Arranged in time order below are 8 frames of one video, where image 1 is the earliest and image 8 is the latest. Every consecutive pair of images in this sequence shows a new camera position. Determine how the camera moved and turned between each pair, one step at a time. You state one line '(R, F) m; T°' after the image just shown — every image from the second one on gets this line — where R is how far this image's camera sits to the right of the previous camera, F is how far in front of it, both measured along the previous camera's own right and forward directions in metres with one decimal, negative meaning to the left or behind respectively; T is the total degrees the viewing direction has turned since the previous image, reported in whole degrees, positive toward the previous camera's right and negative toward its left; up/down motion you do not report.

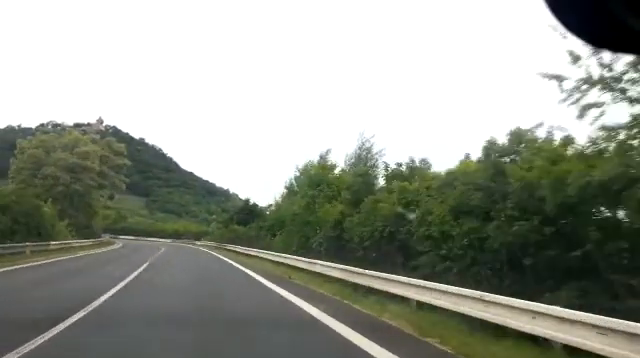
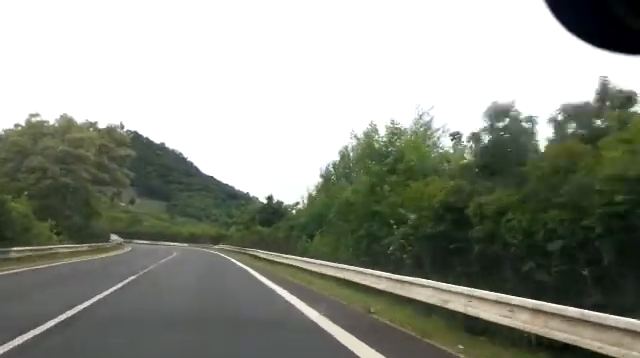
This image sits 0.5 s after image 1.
(-0.3, +7.4) m; -2°
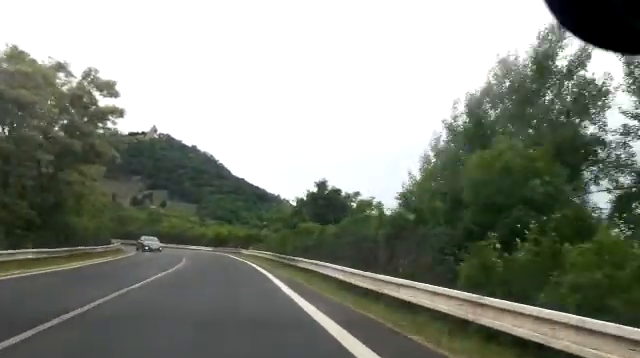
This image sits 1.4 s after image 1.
(-0.5, +14.4) m; -3°
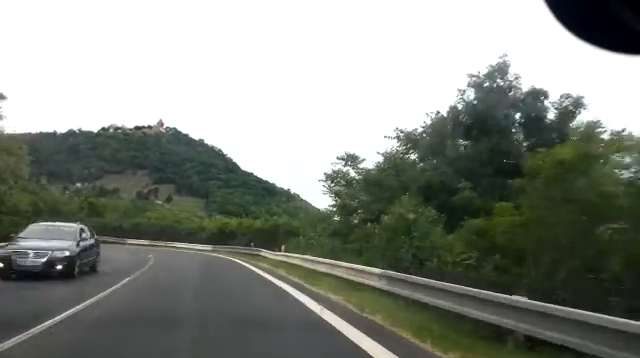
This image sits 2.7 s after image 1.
(-0.8, +21.8) m; -6°
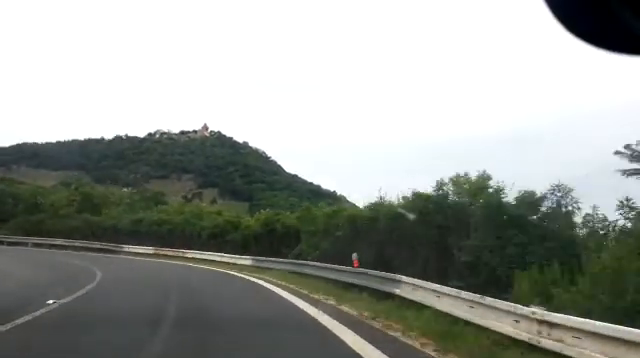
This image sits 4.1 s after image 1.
(-1.1, +21.0) m; -5°
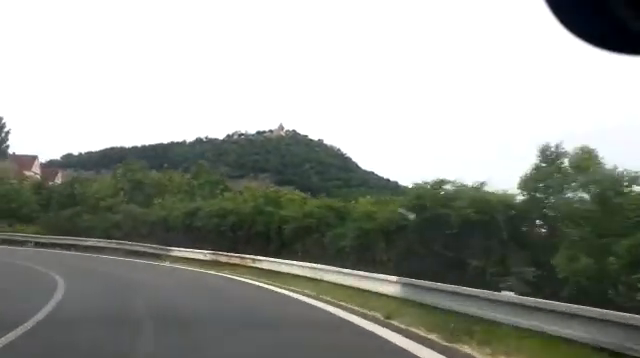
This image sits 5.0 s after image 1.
(-0.1, +12.7) m; -8°
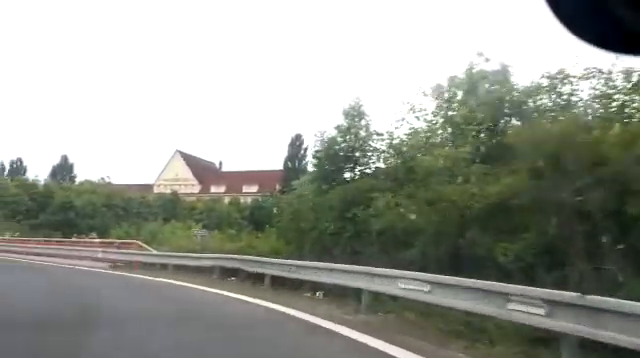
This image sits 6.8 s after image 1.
(-6.5, +22.7) m; -29°
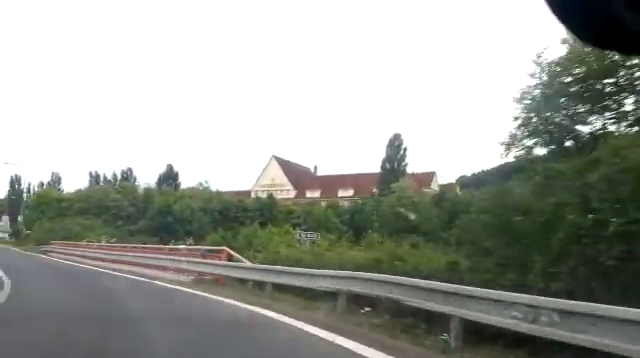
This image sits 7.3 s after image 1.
(-0.3, +6.0) m; -8°
